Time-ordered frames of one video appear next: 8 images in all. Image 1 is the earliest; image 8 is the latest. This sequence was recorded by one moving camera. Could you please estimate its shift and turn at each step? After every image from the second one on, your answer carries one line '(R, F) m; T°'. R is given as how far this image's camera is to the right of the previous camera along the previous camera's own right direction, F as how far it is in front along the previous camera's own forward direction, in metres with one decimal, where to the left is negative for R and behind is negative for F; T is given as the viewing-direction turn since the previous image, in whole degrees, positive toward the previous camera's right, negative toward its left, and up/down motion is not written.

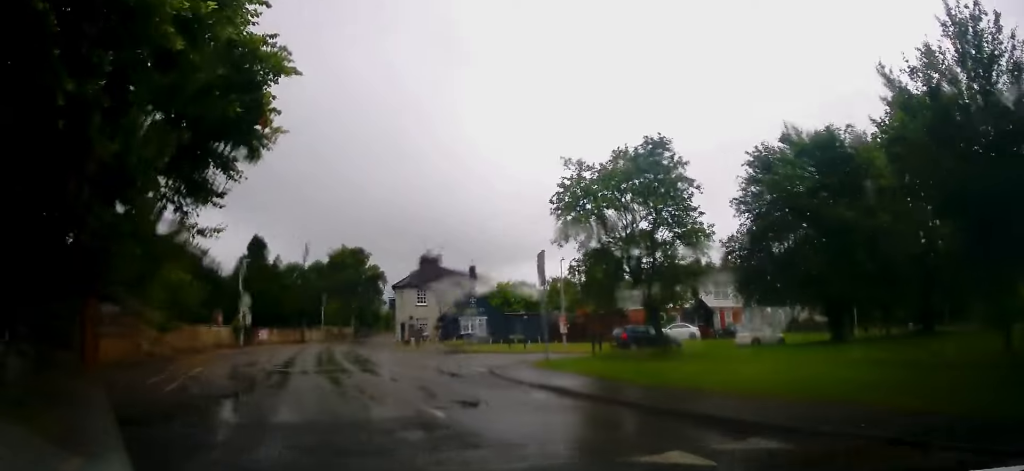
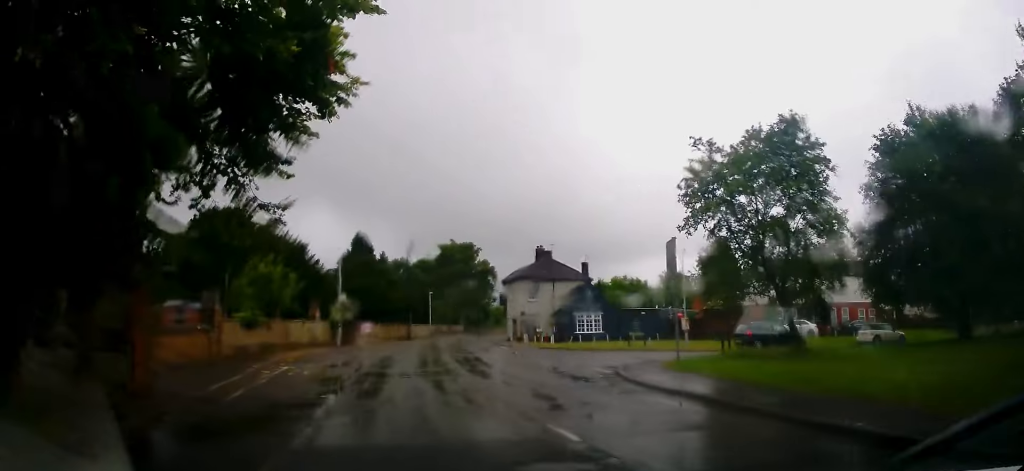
(-0.1, +1.9) m; -6°
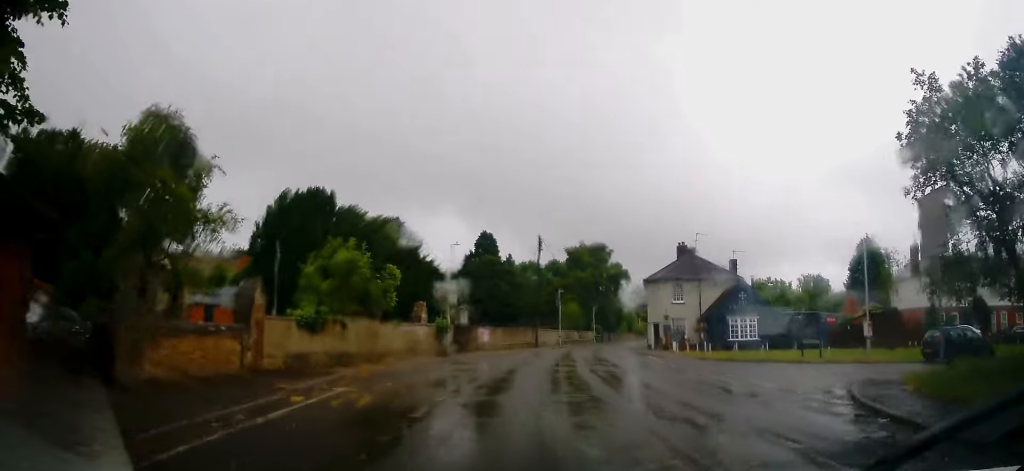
(-0.7, +5.7) m; -15°
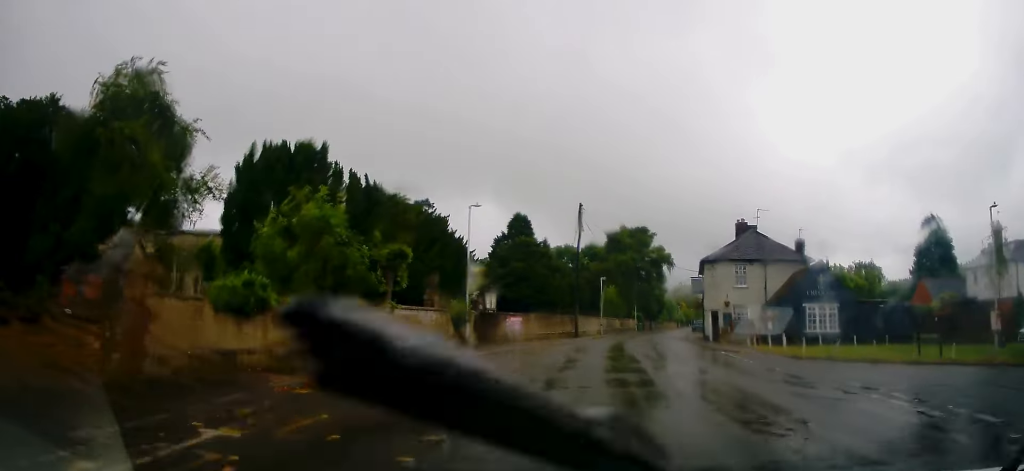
(-0.5, +6.0) m; -2°
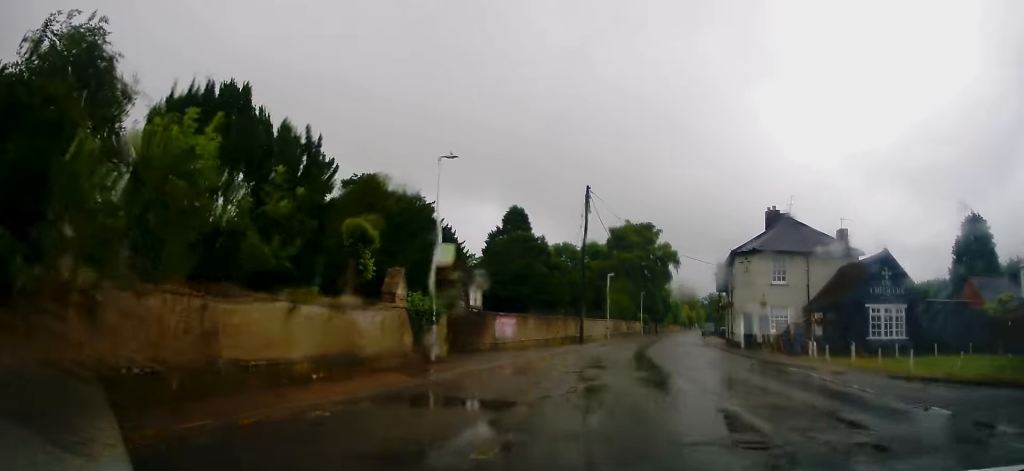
(+0.2, +6.5) m; +1°
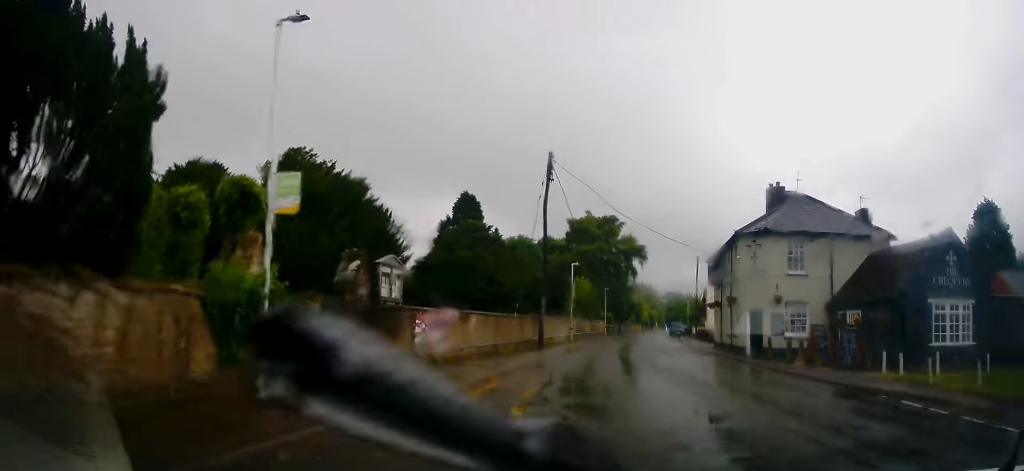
(0.0, +7.5) m; +2°
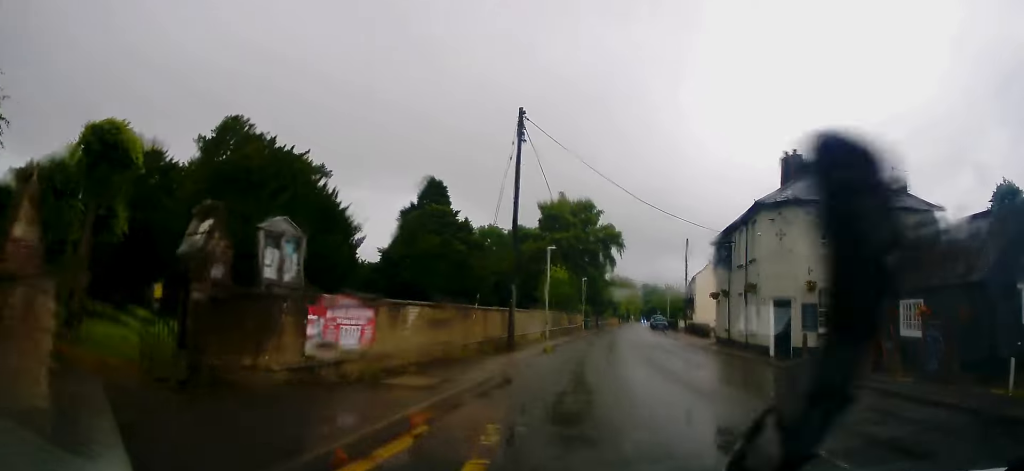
(+0.1, +5.7) m; +2°
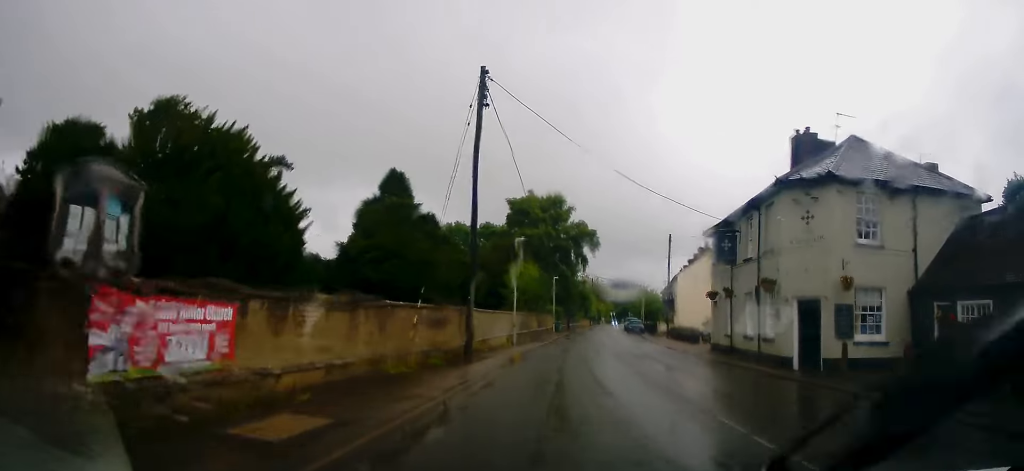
(+0.1, +4.4) m; +2°
